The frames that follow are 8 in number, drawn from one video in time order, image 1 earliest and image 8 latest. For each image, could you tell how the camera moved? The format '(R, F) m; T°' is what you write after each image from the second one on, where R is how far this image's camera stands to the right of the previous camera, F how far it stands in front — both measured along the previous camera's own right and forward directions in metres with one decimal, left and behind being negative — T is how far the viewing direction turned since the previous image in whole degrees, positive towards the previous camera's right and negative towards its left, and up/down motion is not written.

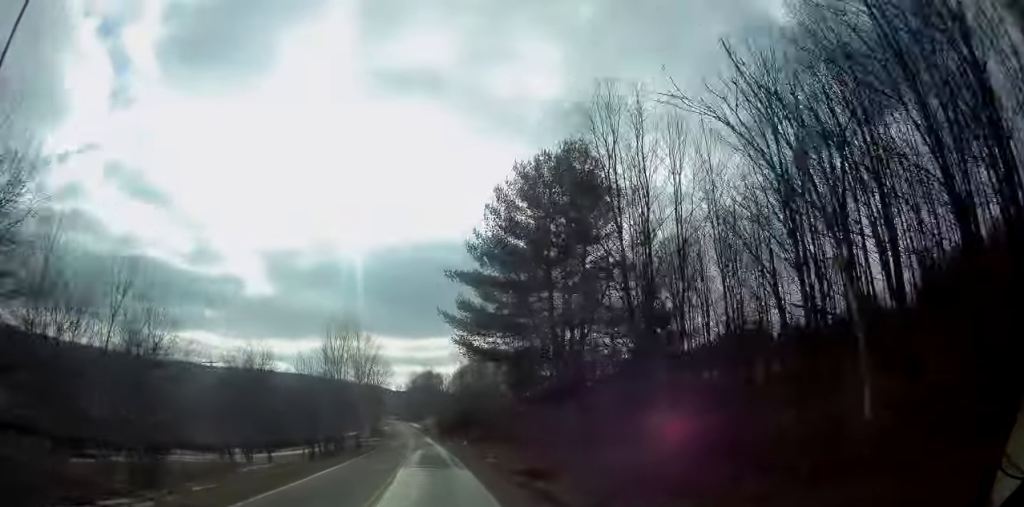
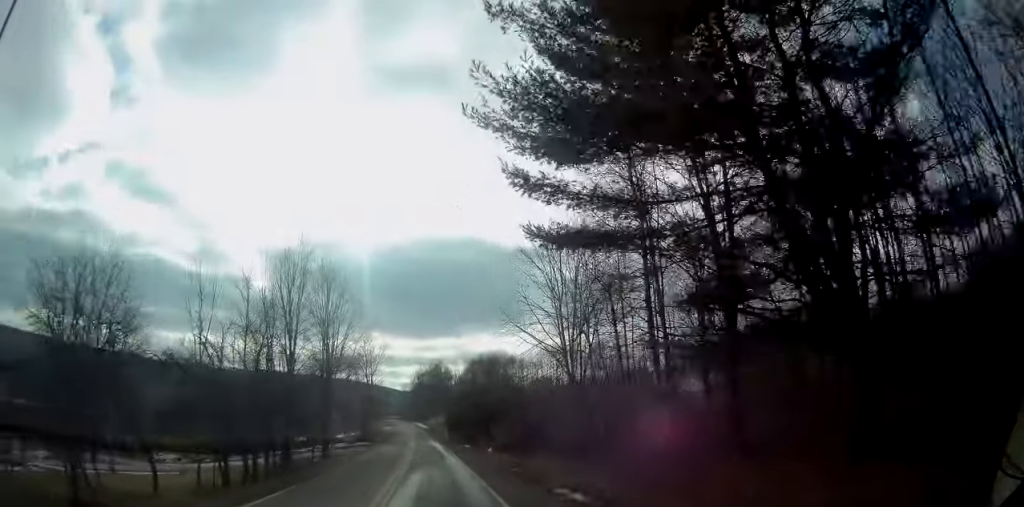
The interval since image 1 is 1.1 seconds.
(-0.6, +22.4) m; -2°
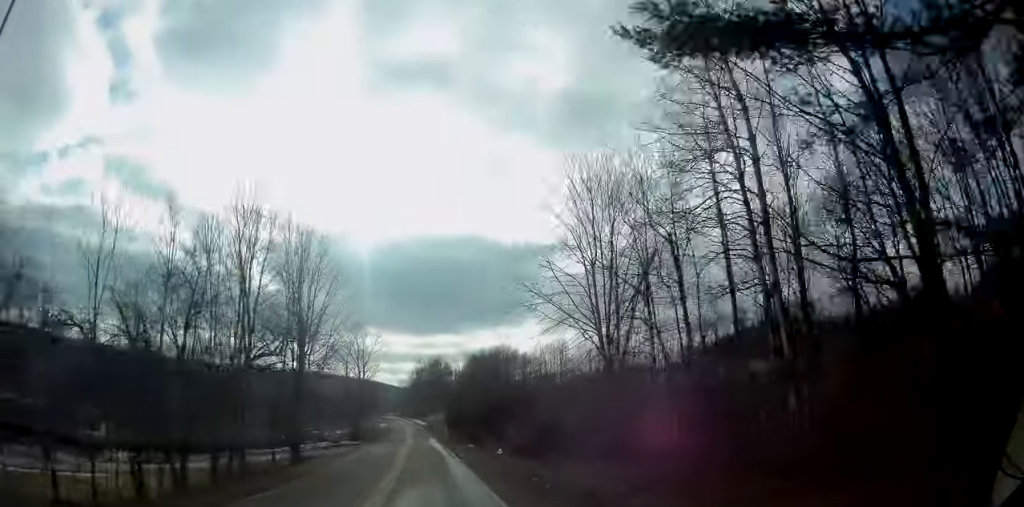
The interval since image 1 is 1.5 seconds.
(-0.2, +8.3) m; 0°
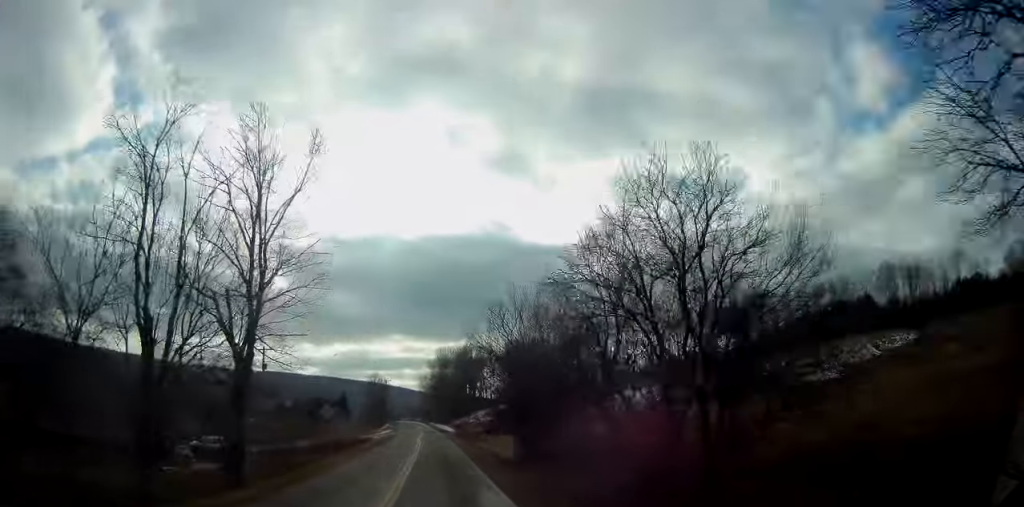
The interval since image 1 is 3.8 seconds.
(-0.5, +50.8) m; -2°
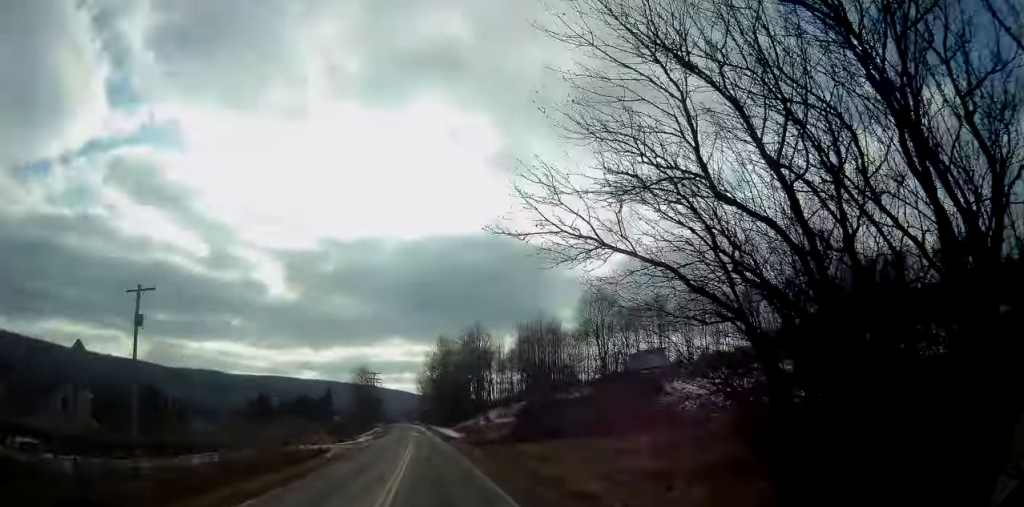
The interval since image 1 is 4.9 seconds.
(0.0, +26.2) m; -1°
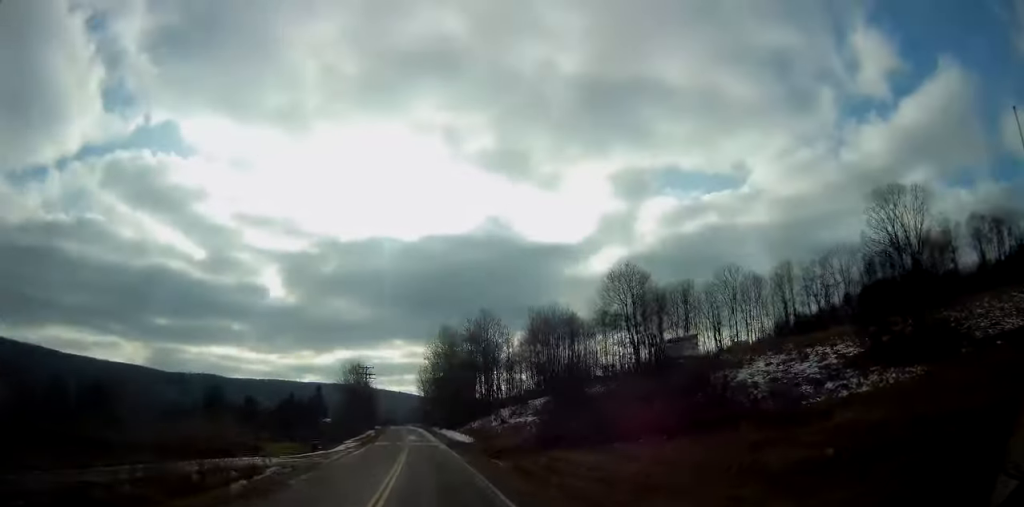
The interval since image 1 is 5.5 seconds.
(0.0, +15.4) m; -1°
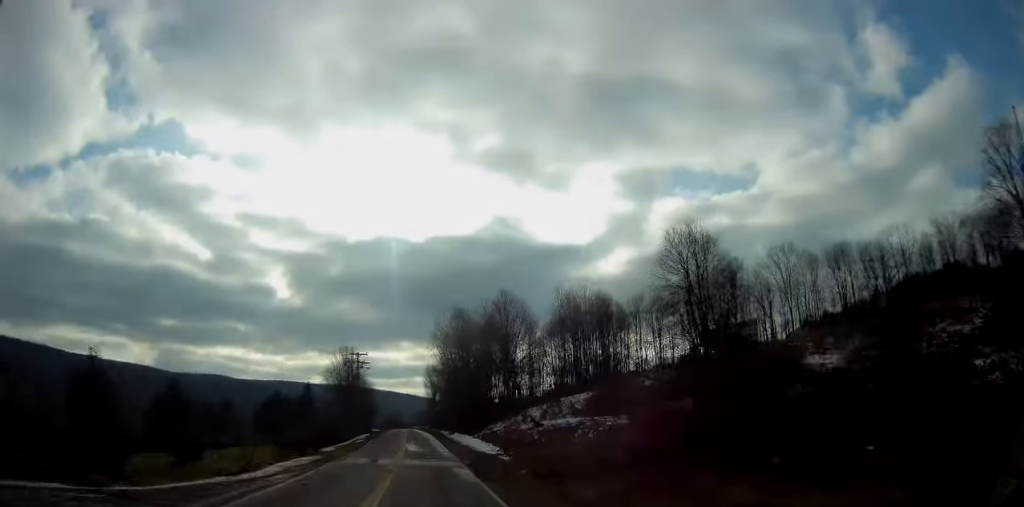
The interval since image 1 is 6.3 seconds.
(-0.4, +19.8) m; 0°
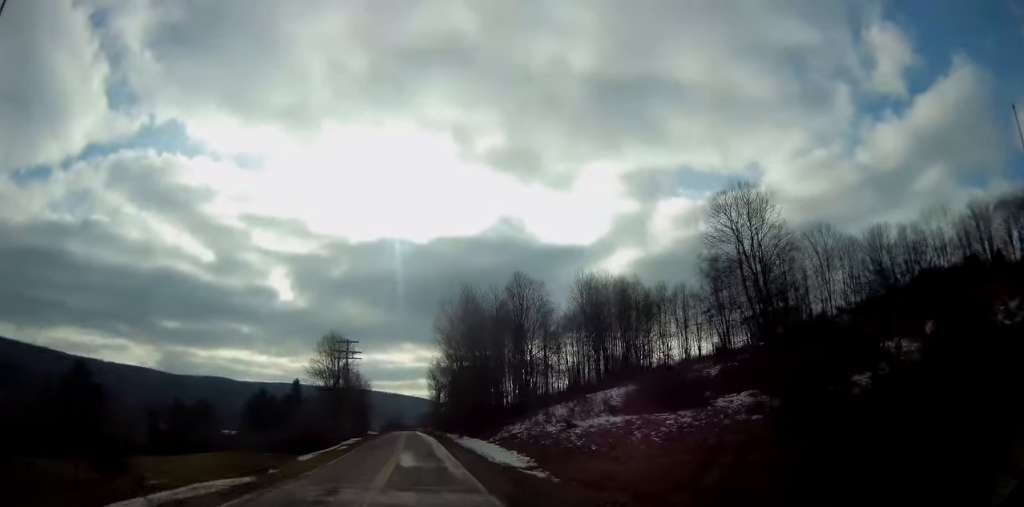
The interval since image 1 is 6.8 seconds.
(0.0, +12.2) m; 0°
